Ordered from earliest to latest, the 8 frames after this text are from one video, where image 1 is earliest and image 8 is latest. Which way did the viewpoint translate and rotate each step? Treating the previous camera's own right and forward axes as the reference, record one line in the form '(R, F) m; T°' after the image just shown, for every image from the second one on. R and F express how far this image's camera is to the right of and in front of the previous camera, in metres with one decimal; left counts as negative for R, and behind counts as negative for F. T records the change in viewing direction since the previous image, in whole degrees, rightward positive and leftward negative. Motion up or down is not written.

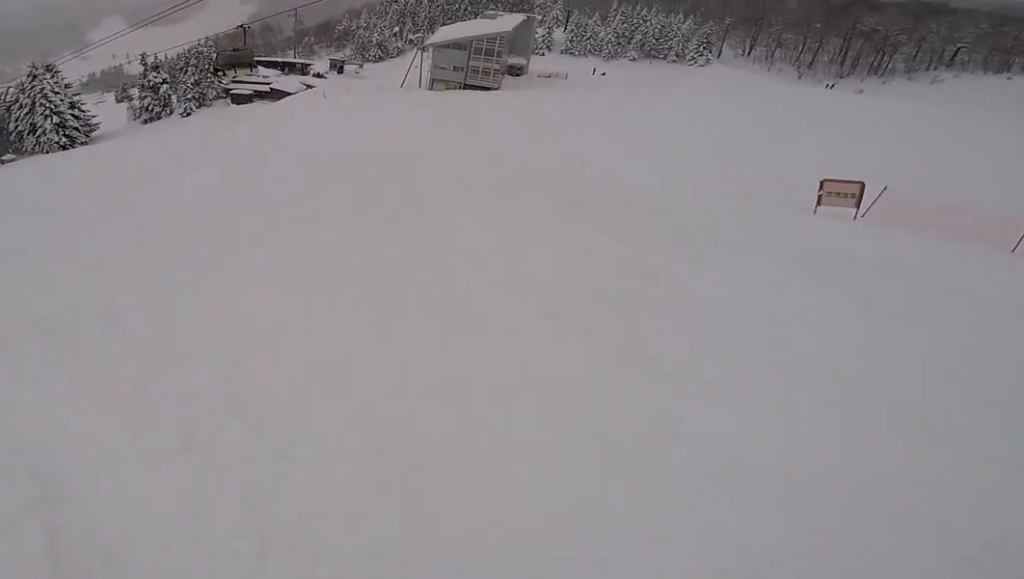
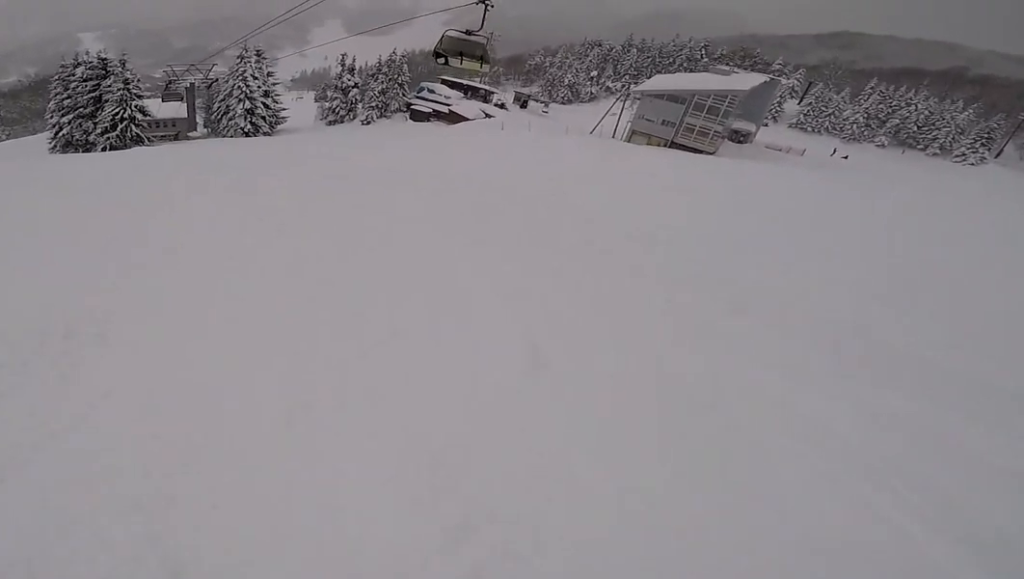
(-0.7, +6.0) m; -6°
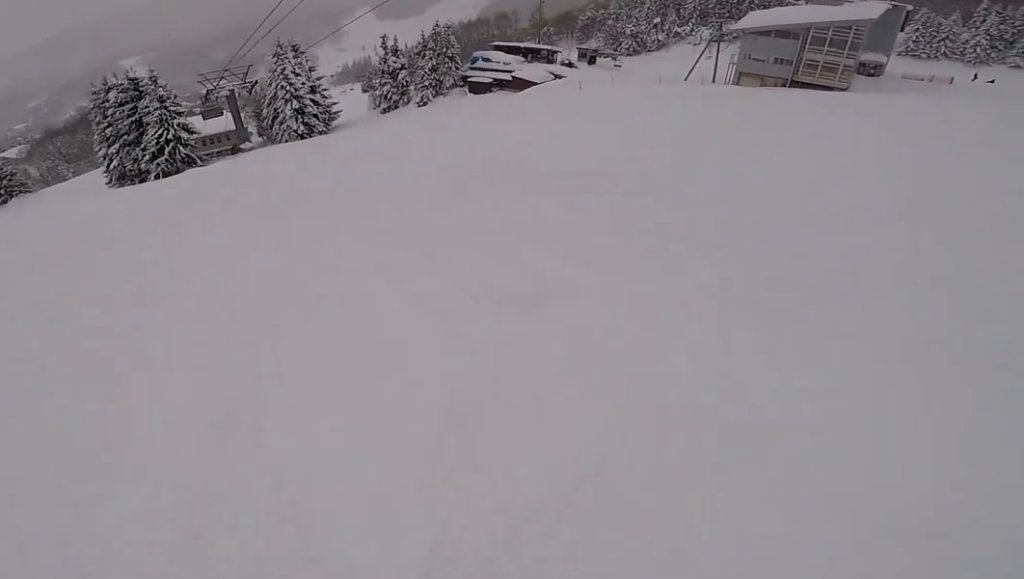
(-0.2, +6.1) m; +4°
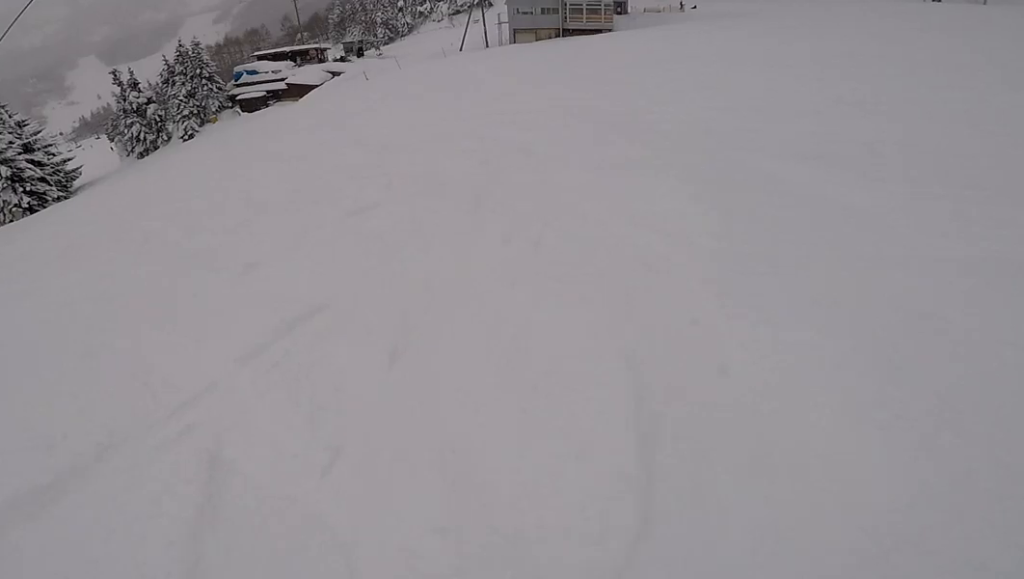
(+1.4, +9.5) m; +9°
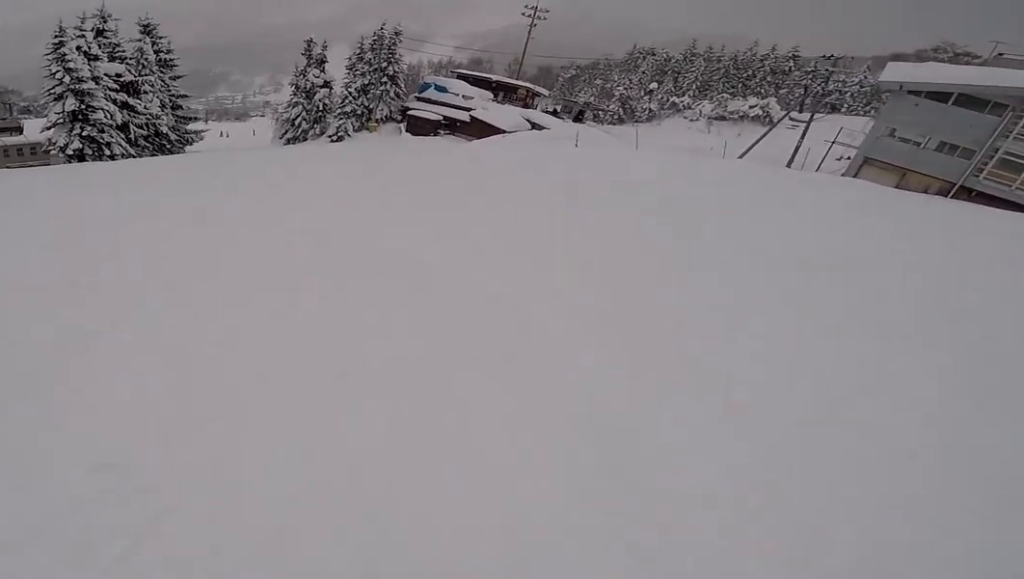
(-0.7, +16.8) m; -12°
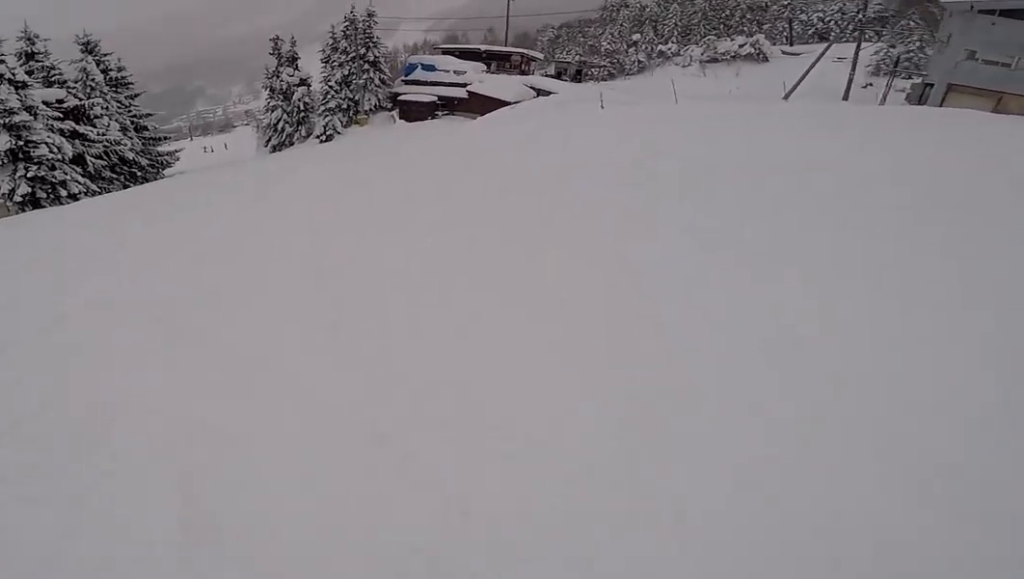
(0.0, +5.4) m; -10°
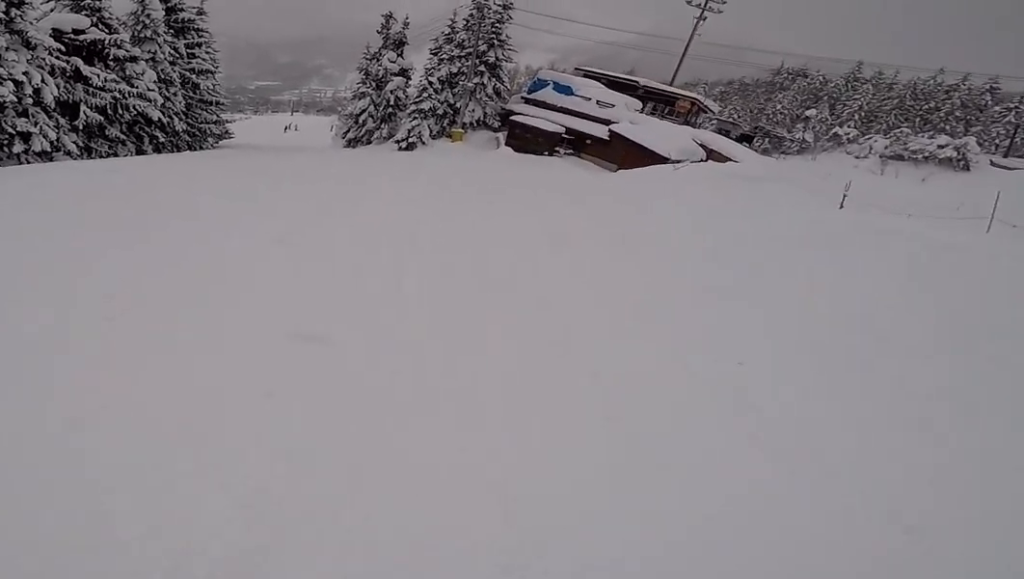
(-2.3, +10.7) m; -8°
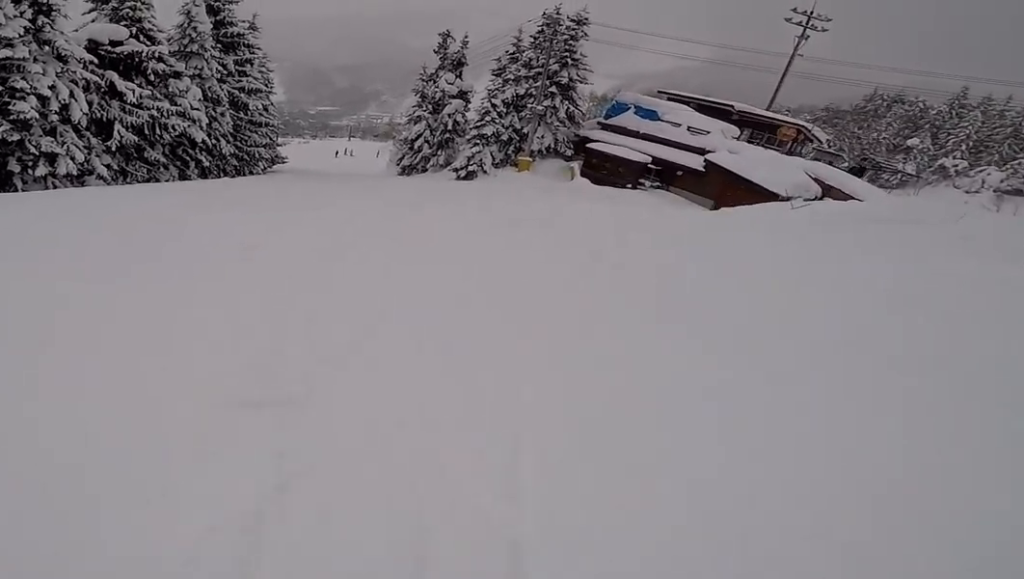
(-0.2, +3.6) m; +4°
